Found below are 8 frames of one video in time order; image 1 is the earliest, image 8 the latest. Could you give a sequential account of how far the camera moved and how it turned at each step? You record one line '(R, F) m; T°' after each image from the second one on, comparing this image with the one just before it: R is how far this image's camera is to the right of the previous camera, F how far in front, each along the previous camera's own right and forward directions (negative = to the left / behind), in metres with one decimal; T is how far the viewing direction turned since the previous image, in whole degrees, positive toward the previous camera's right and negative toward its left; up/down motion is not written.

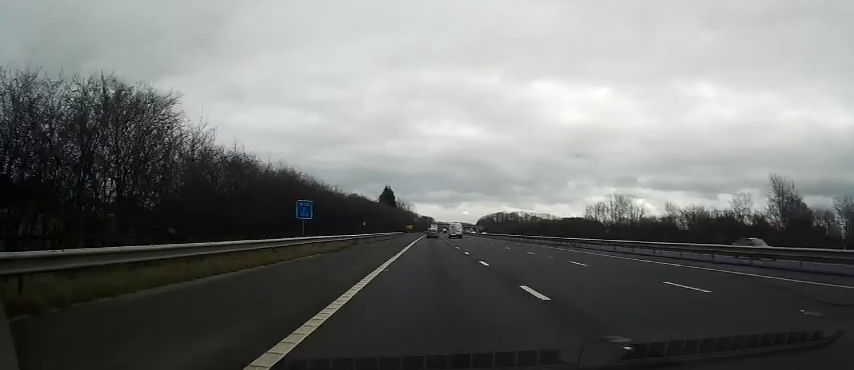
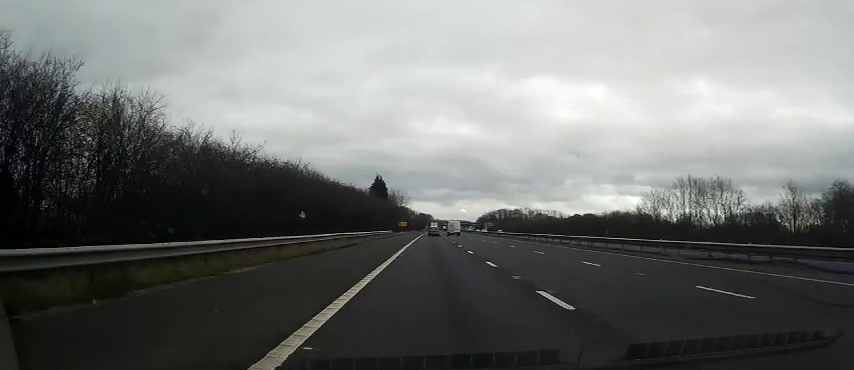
(+0.3, +28.6) m; 0°
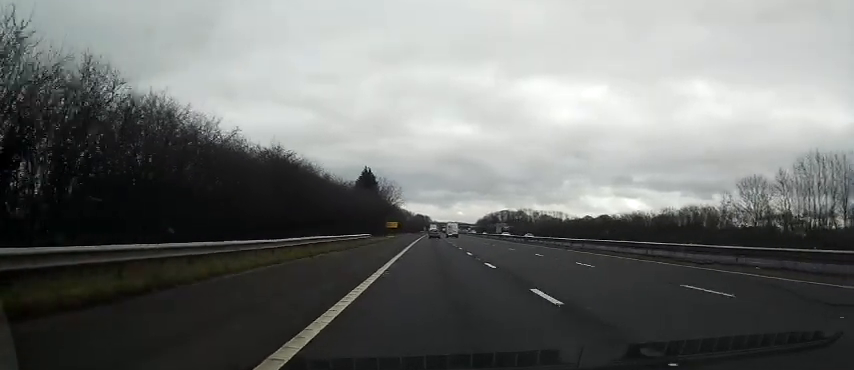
(-0.1, +25.9) m; 0°
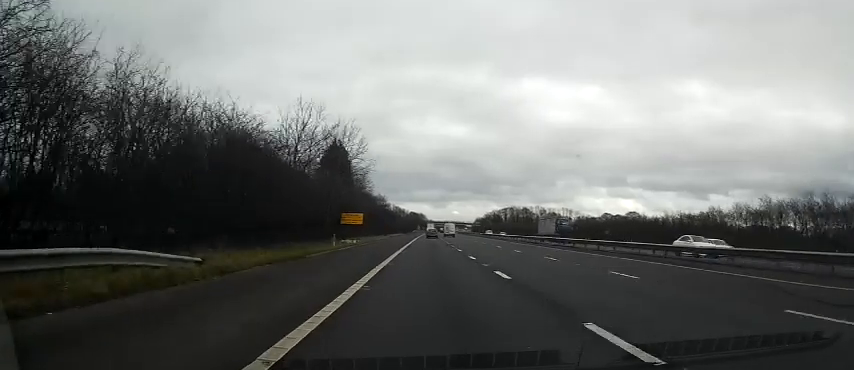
(+0.2, +39.5) m; +1°
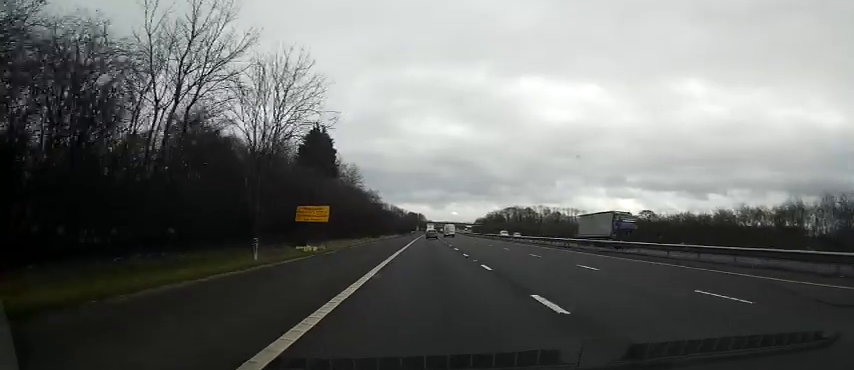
(0.0, +15.0) m; 0°
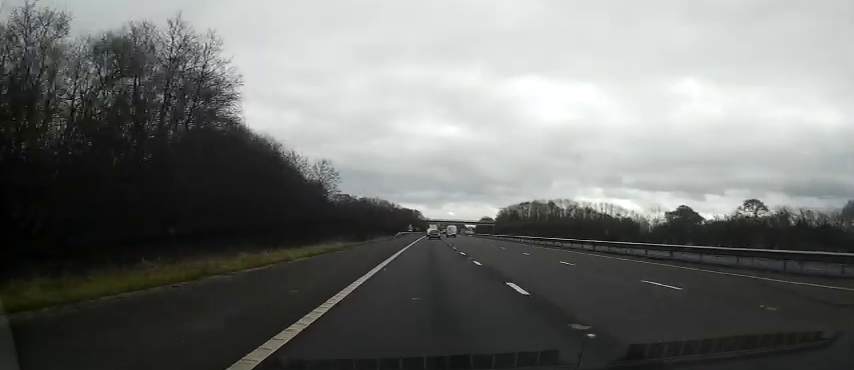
(0.0, +69.4) m; +1°
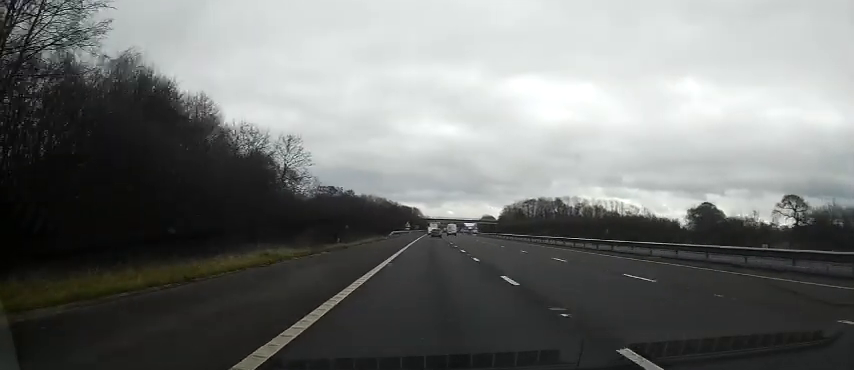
(+0.3, +16.0) m; 0°
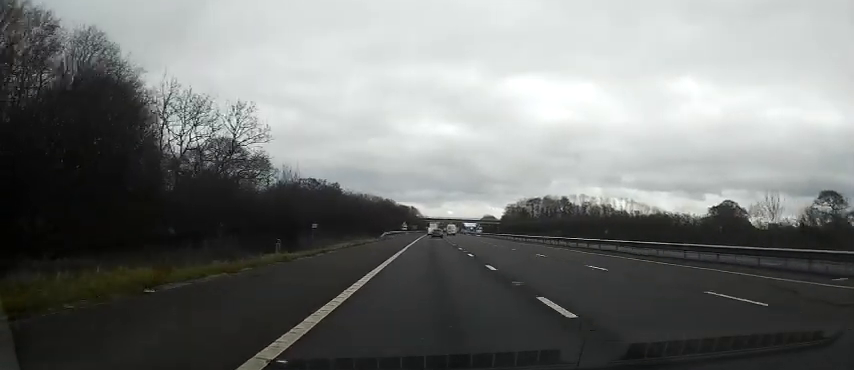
(+0.1, +13.7) m; 0°
